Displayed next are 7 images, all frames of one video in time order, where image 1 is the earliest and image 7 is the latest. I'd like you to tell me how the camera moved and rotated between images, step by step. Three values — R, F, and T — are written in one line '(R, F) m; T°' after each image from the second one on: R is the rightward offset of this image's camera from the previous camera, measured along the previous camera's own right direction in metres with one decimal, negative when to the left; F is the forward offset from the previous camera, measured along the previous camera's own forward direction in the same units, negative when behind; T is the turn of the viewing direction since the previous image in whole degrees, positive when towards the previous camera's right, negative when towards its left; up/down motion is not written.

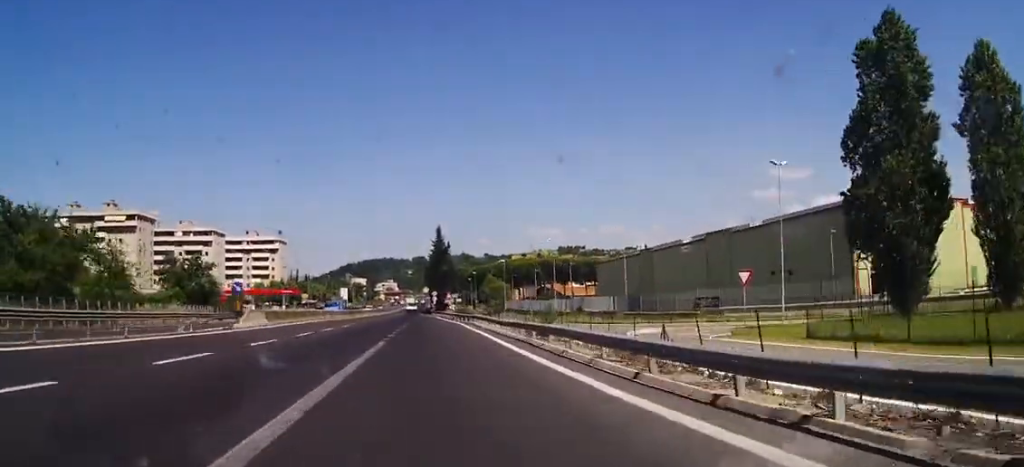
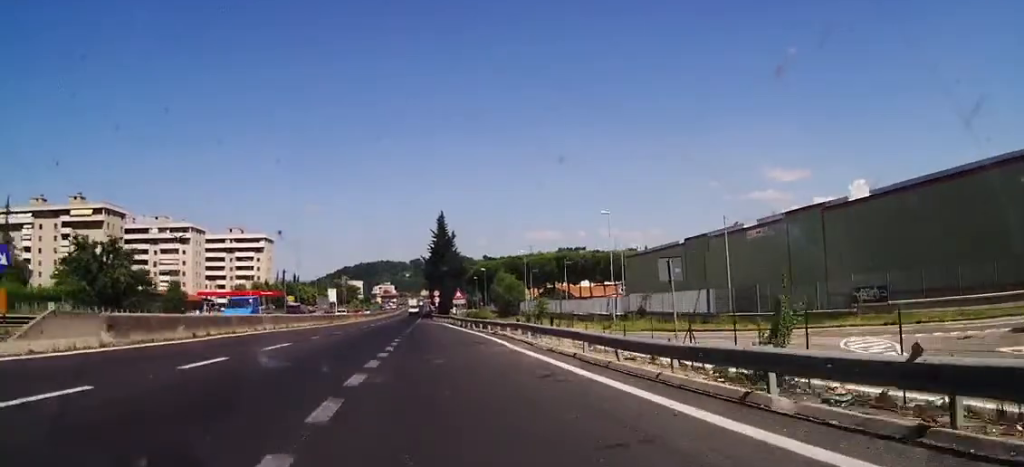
(-0.5, +21.1) m; -1°
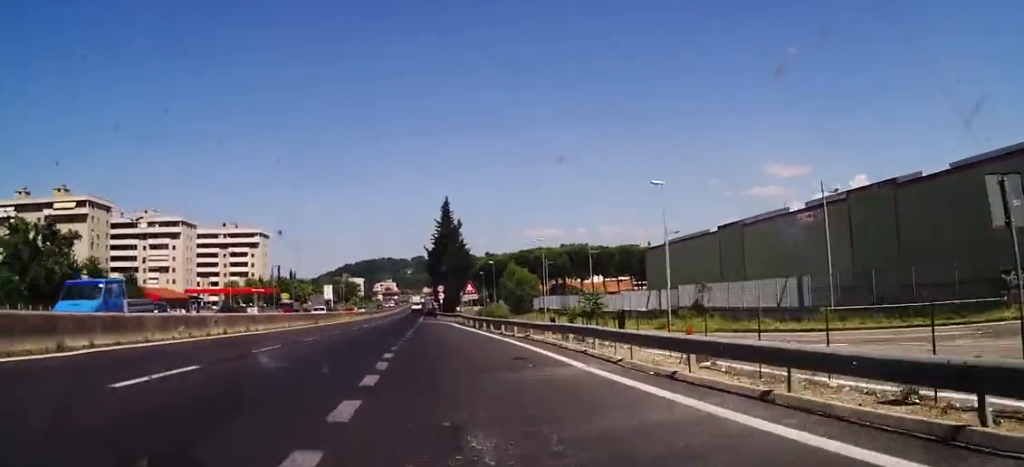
(+0.1, +10.8) m; +1°
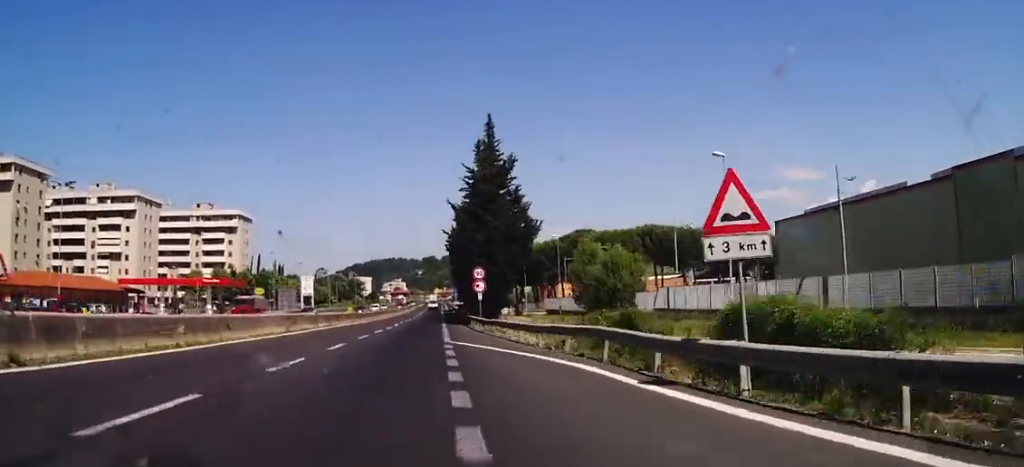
(+0.8, +41.4) m; 0°
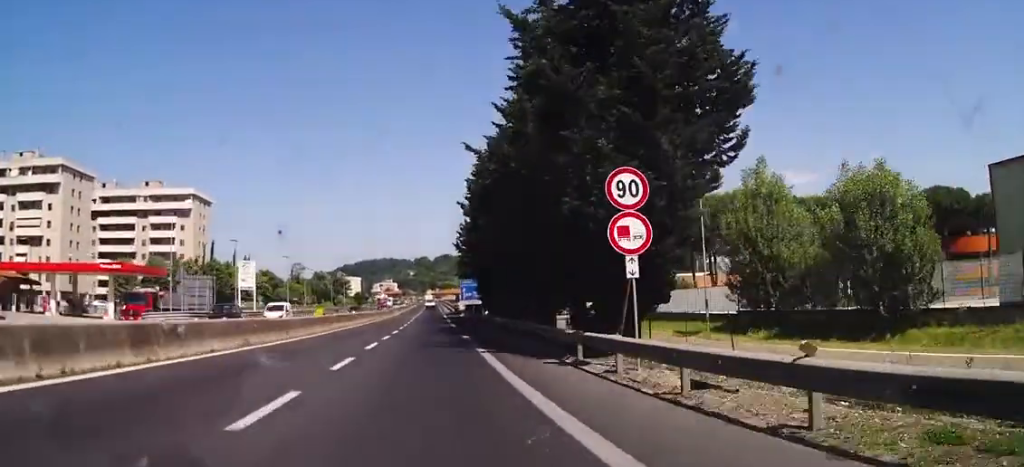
(-0.5, +36.2) m; 0°
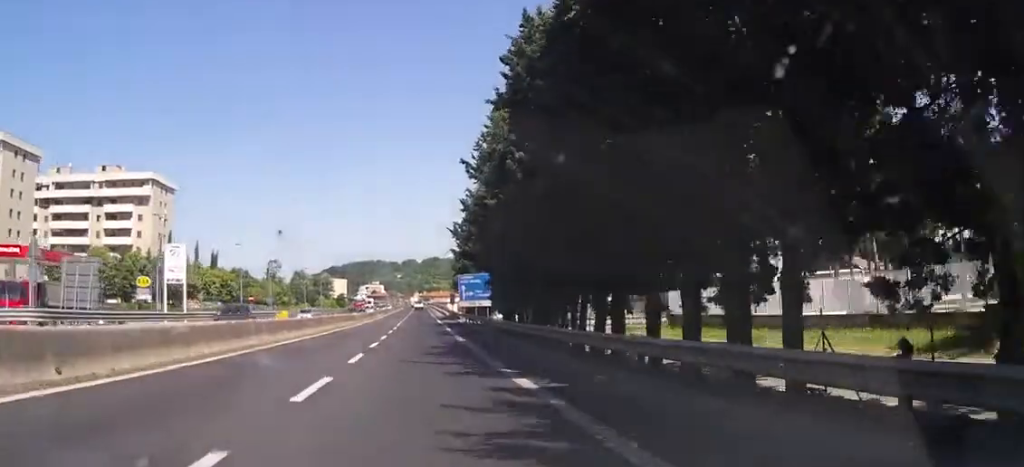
(+0.4, +19.4) m; +1°
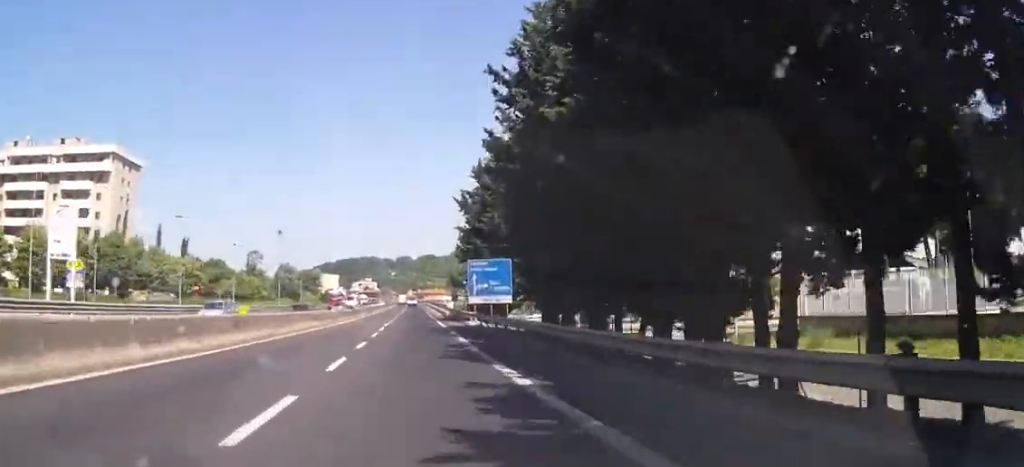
(0.0, +17.6) m; 0°
